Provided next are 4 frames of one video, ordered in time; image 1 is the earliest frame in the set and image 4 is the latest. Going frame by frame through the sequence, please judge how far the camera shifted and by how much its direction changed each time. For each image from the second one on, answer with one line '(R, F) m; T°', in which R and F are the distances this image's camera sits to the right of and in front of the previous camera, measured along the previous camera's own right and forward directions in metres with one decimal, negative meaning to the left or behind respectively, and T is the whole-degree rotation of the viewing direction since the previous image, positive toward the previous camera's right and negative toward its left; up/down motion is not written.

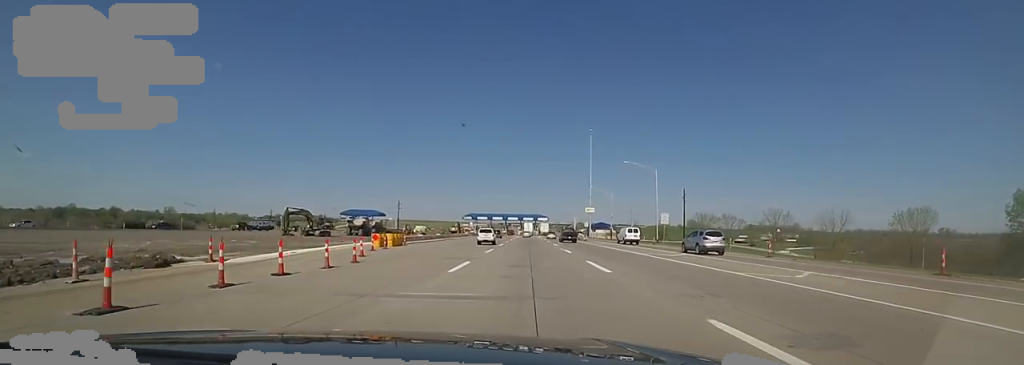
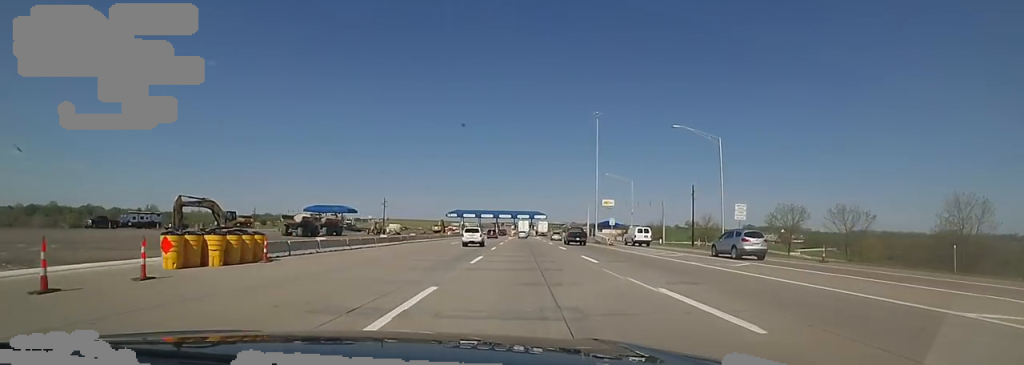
(+0.1, +24.4) m; +1°
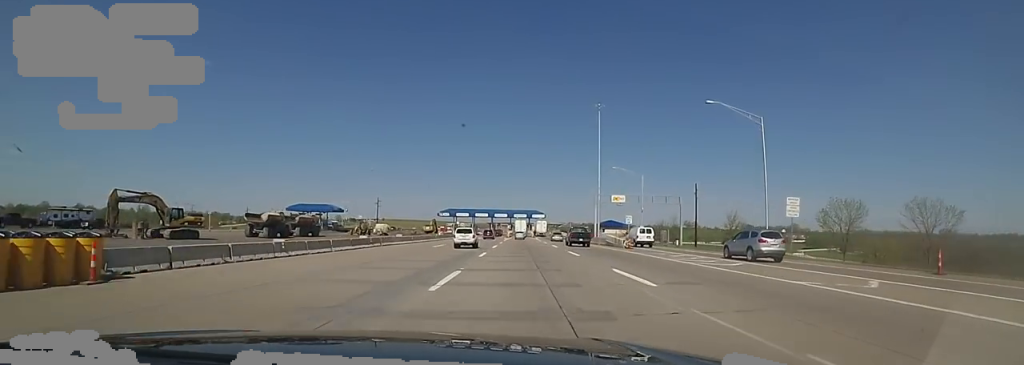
(+0.1, +8.9) m; 0°
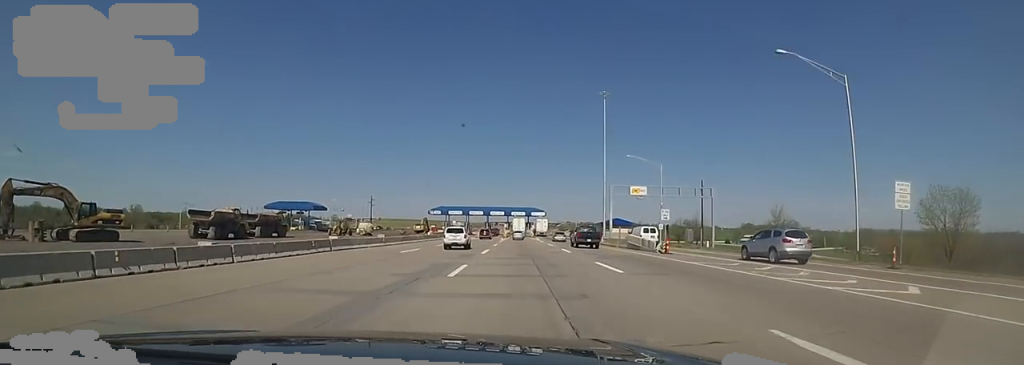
(+0.1, +11.1) m; 0°
